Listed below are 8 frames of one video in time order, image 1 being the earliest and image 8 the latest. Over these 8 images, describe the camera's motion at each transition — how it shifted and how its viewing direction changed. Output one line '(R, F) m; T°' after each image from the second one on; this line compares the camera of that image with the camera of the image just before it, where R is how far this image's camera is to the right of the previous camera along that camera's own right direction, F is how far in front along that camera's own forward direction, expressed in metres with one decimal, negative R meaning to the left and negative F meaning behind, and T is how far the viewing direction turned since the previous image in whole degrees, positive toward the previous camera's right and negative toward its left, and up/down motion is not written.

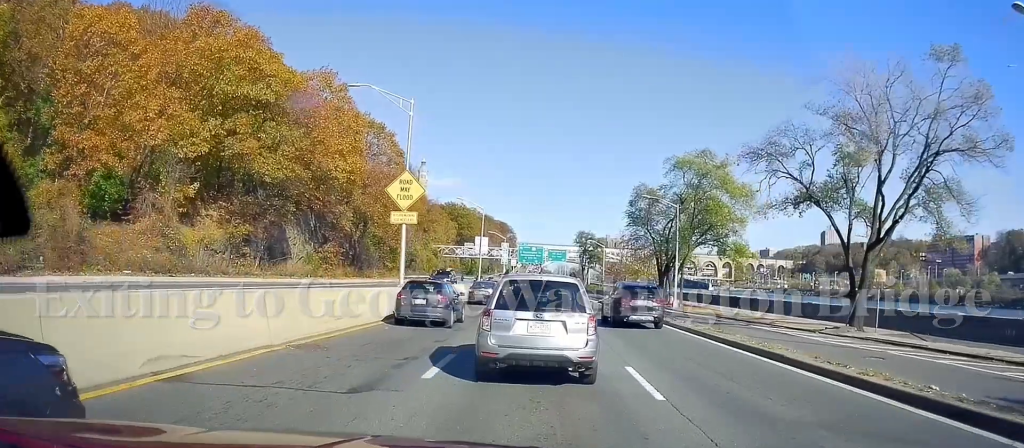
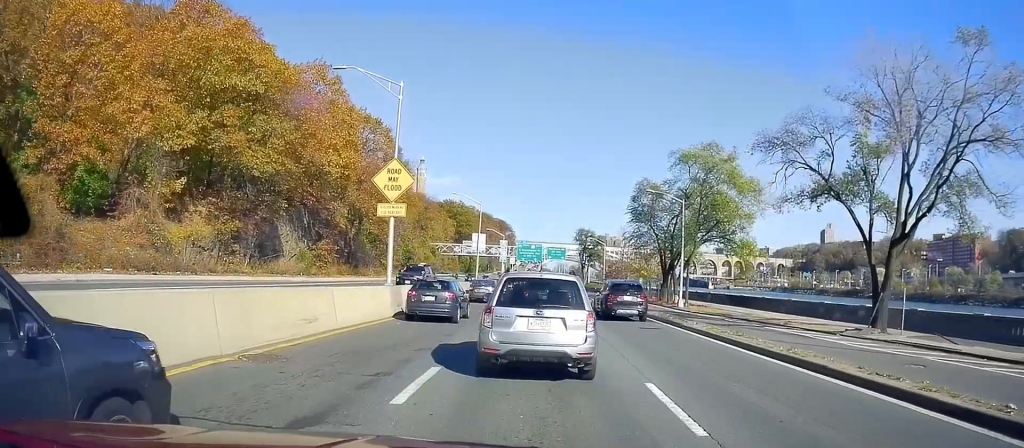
(-0.2, +2.3) m; -2°
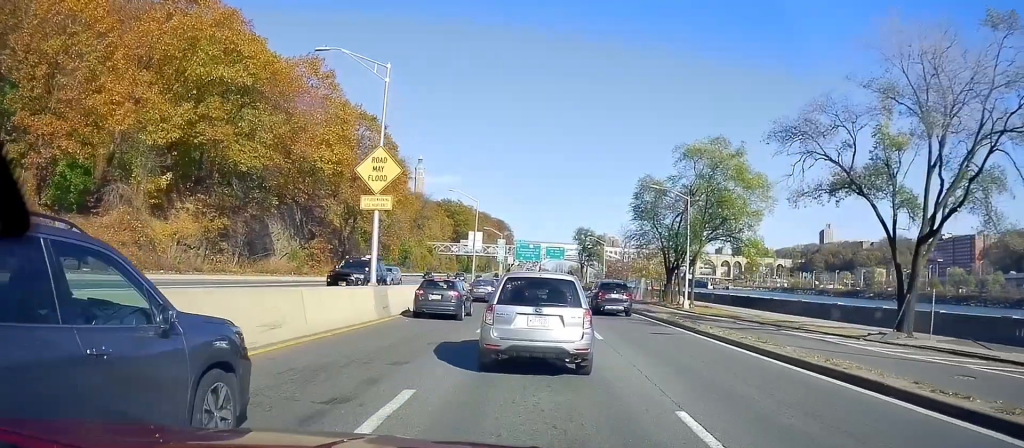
(+0.1, +2.3) m; +2°
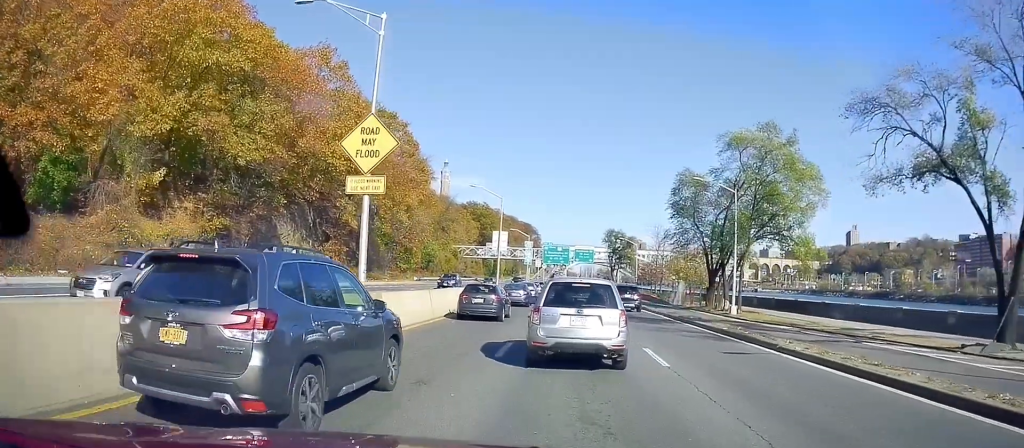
(+0.2, +5.0) m; +2°
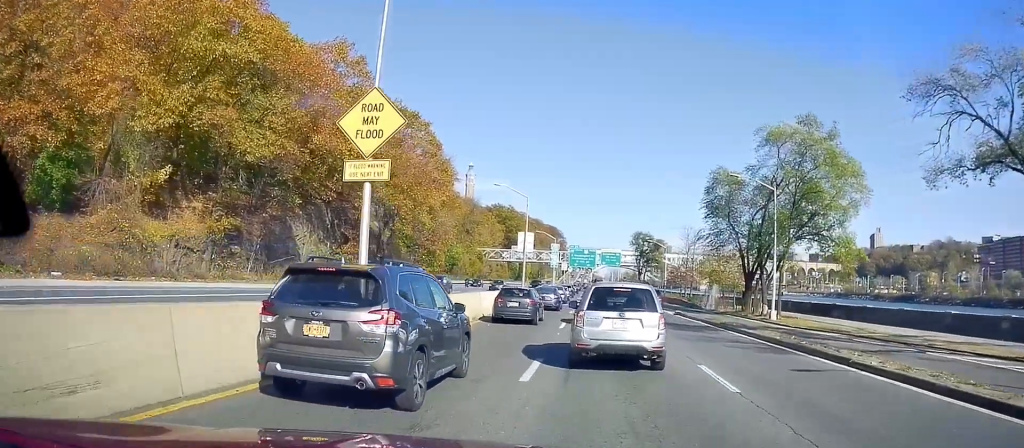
(+0.1, +2.6) m; -1°
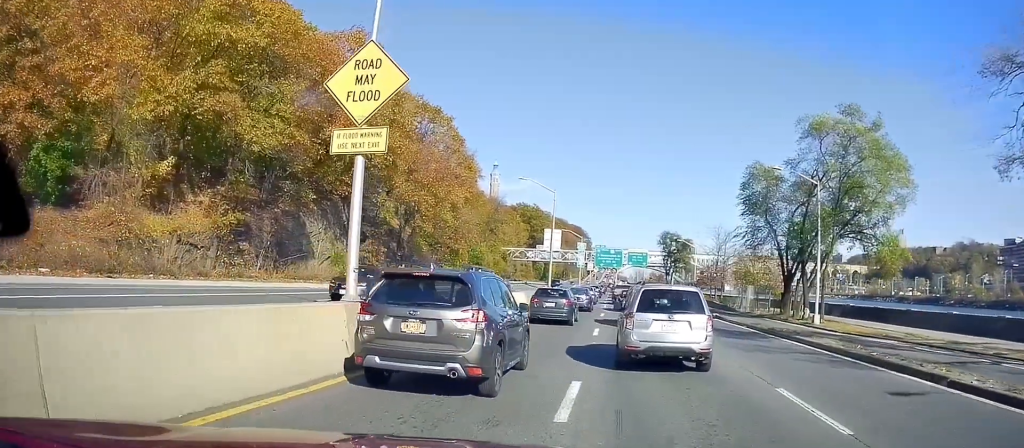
(-0.1, +2.5) m; -5°
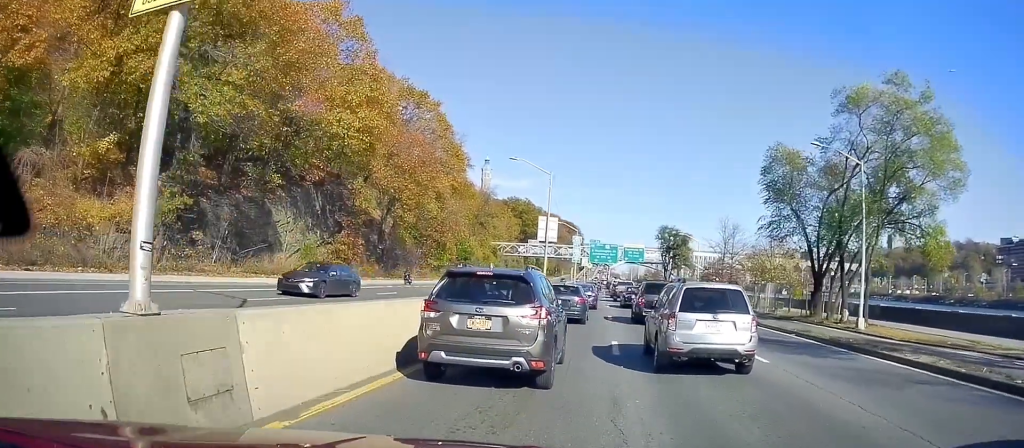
(-0.5, +5.5) m; -3°
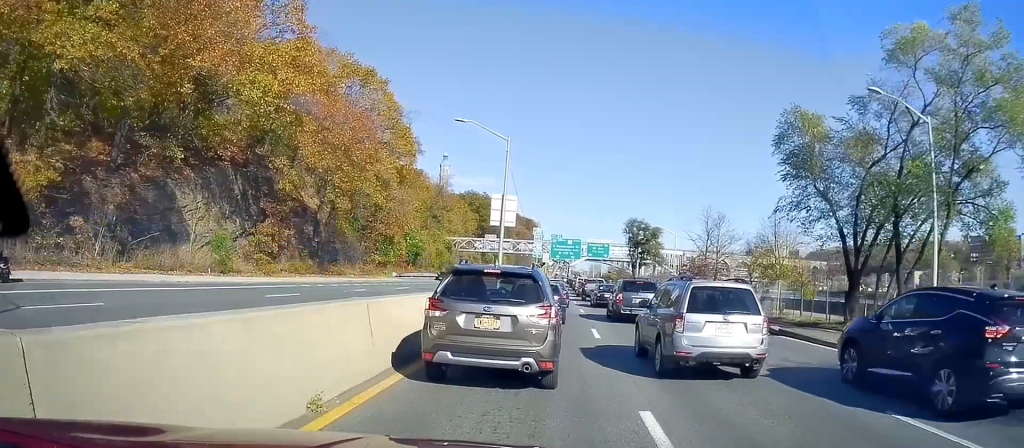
(+0.7, +9.9) m; +8°
